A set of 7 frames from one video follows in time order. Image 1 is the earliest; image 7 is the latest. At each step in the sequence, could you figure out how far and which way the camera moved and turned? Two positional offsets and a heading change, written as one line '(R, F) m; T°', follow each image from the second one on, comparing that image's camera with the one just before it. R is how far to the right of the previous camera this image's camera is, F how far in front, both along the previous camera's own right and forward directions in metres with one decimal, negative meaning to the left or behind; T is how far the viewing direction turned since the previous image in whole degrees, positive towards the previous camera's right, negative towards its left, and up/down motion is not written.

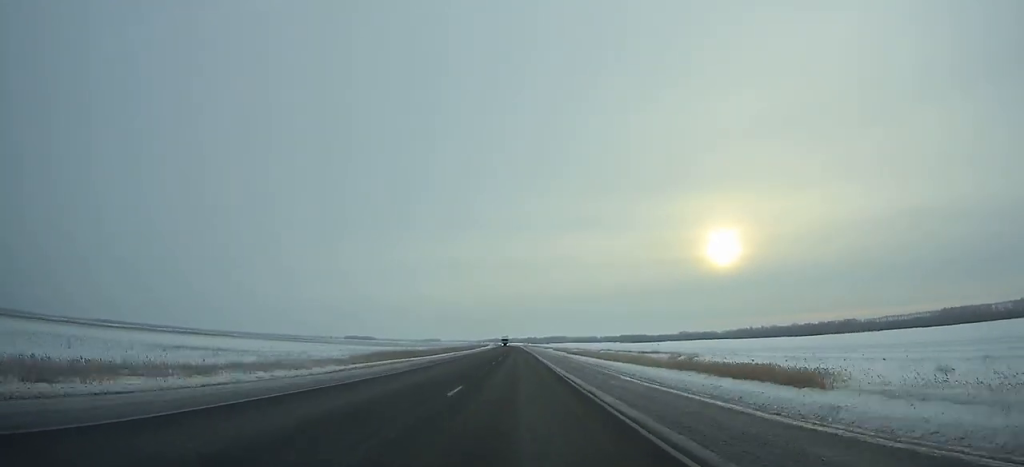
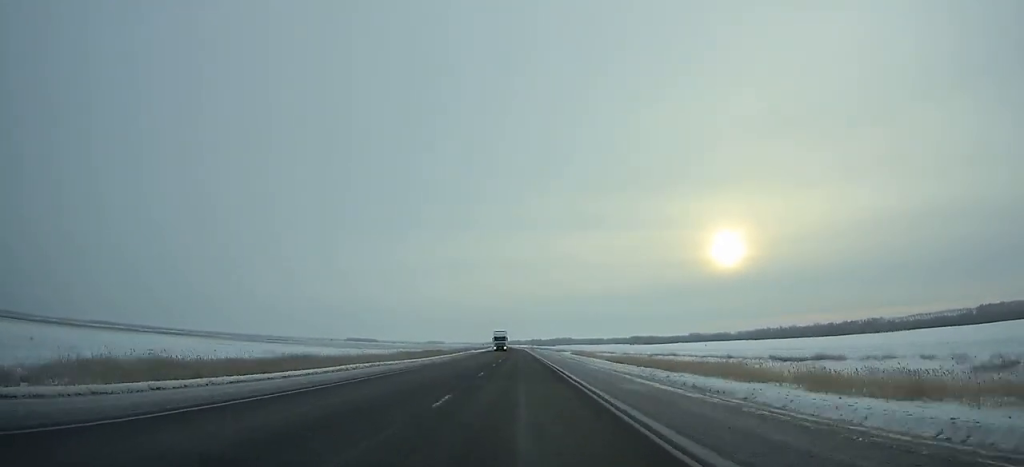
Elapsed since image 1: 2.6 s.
(-0.2, +63.7) m; 0°
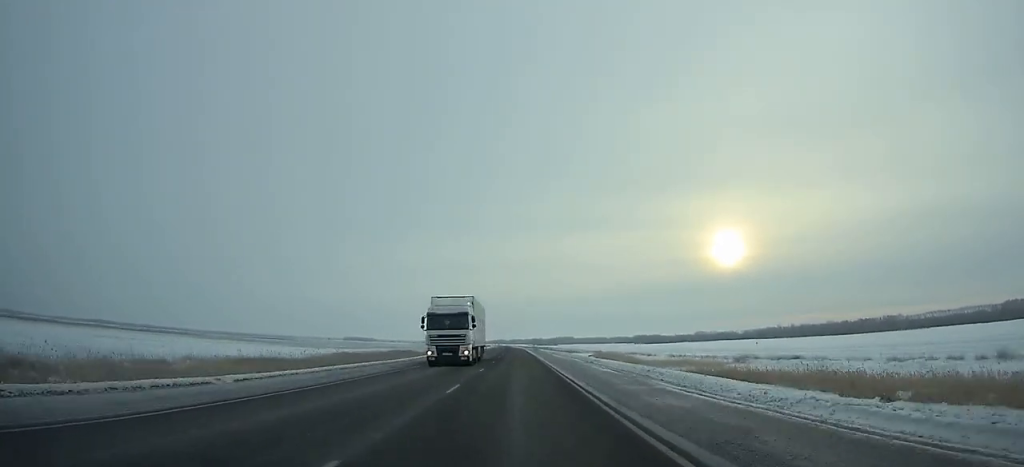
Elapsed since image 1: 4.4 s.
(-0.2, +44.2) m; 0°
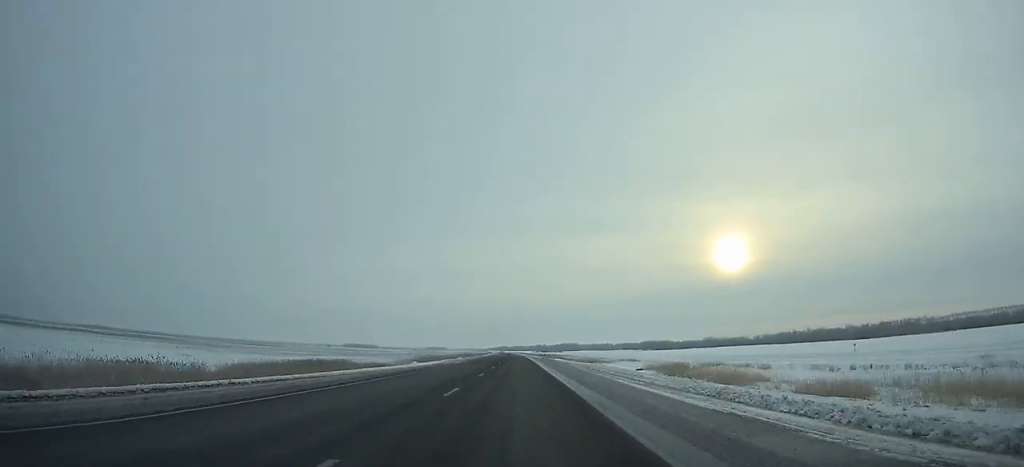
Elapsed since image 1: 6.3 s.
(-0.1, +46.6) m; 0°
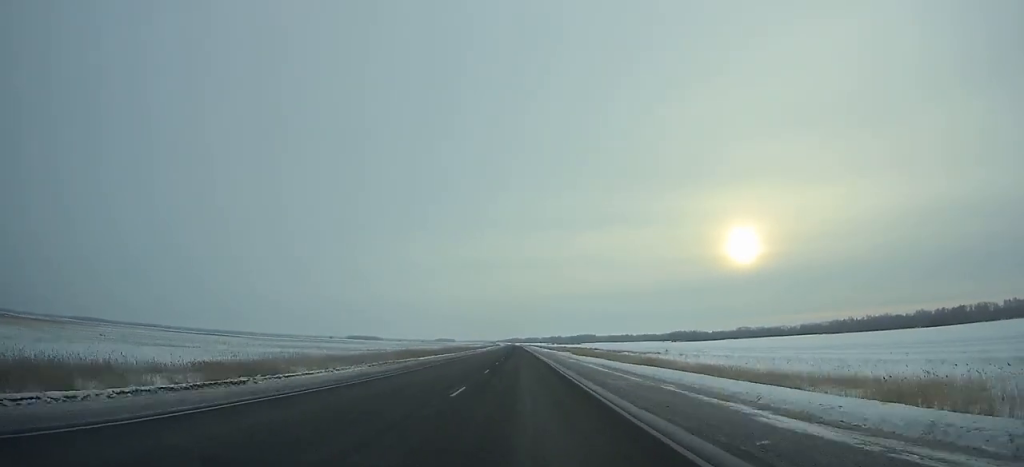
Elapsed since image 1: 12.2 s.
(-1.5, +144.0) m; -1°
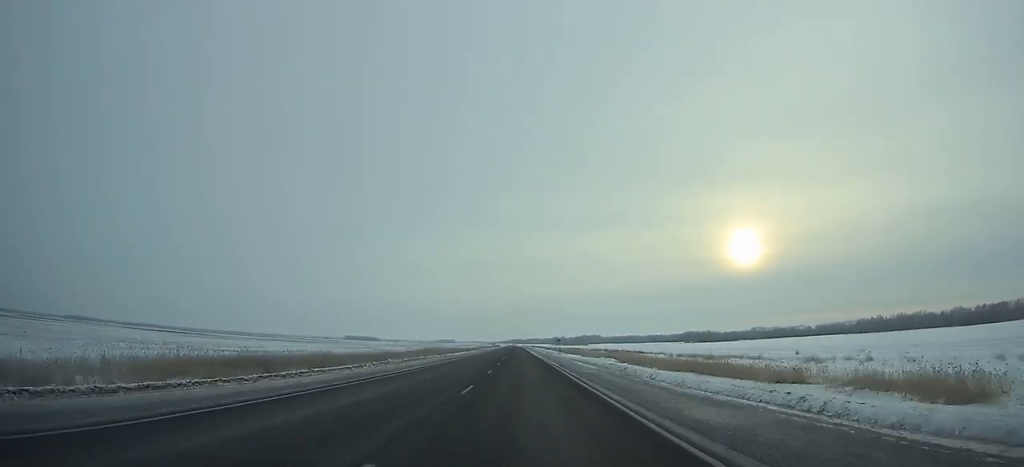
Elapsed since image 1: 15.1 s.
(-0.1, +70.2) m; 0°
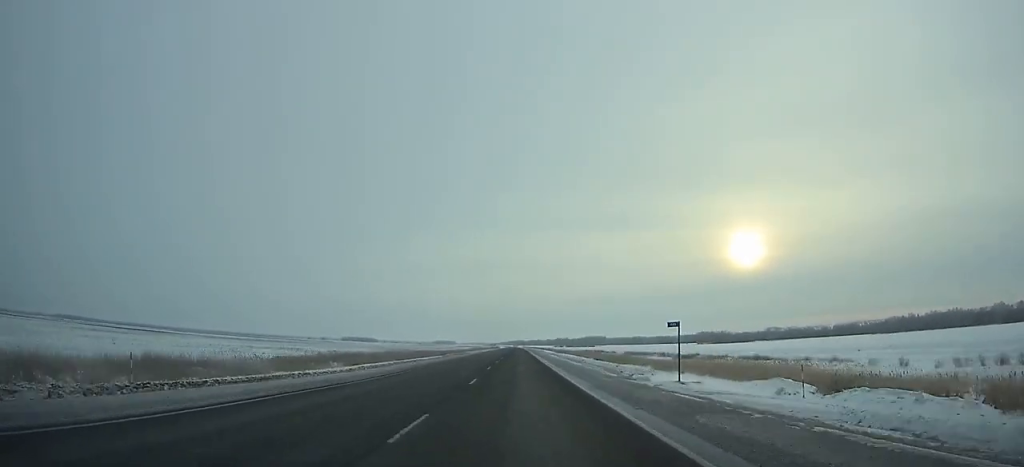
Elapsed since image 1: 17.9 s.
(-0.2, +67.5) m; 0°
